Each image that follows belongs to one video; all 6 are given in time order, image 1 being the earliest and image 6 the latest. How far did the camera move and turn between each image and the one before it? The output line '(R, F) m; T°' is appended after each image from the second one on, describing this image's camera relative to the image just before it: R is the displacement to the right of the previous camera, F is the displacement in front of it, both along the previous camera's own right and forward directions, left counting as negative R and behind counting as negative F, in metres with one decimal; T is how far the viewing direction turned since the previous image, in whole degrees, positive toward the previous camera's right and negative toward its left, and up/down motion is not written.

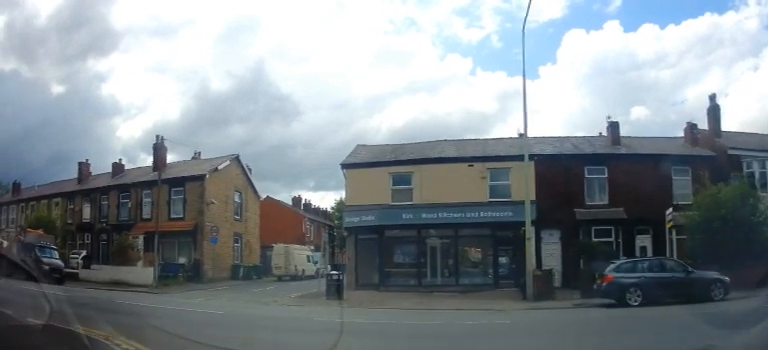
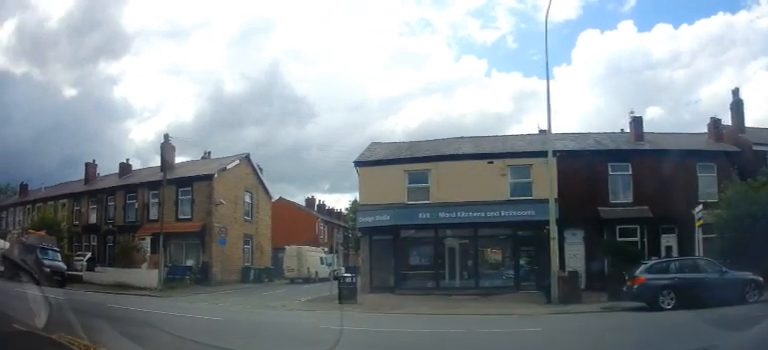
(+0.1, +1.1) m; -6°
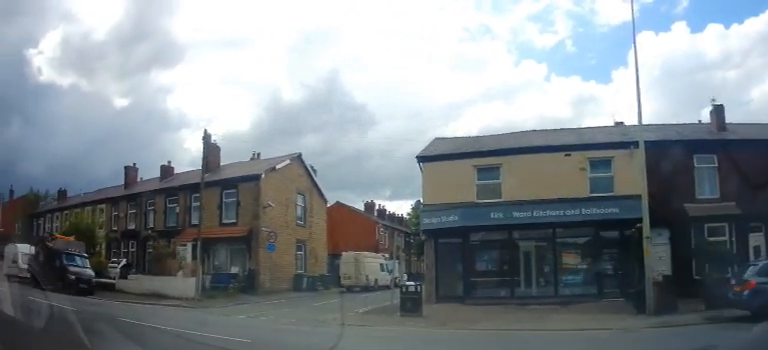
(-0.4, +2.2) m; -5°
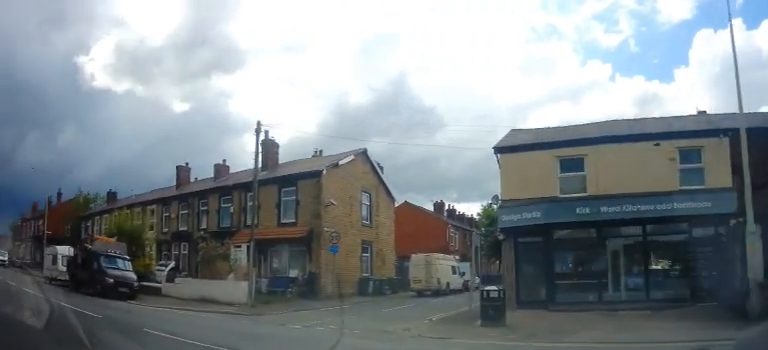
(+0.4, +1.5) m; -6°
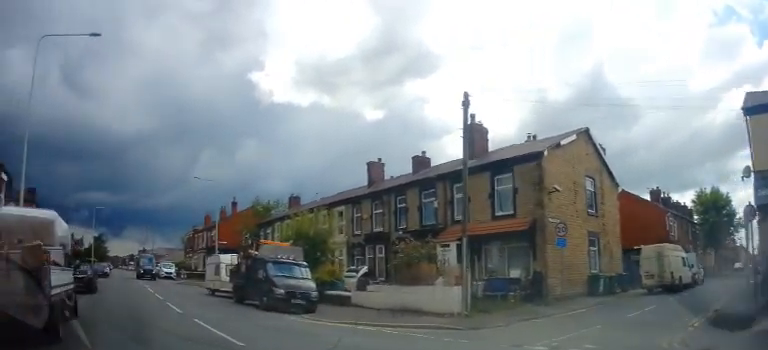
(-1.1, +3.3) m; -28°
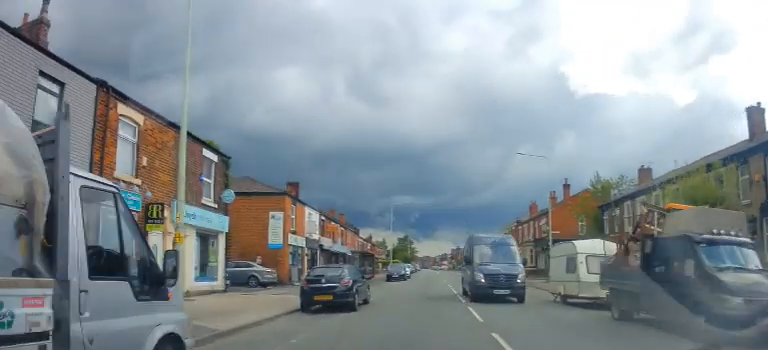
(-2.5, +7.8) m; -31°
